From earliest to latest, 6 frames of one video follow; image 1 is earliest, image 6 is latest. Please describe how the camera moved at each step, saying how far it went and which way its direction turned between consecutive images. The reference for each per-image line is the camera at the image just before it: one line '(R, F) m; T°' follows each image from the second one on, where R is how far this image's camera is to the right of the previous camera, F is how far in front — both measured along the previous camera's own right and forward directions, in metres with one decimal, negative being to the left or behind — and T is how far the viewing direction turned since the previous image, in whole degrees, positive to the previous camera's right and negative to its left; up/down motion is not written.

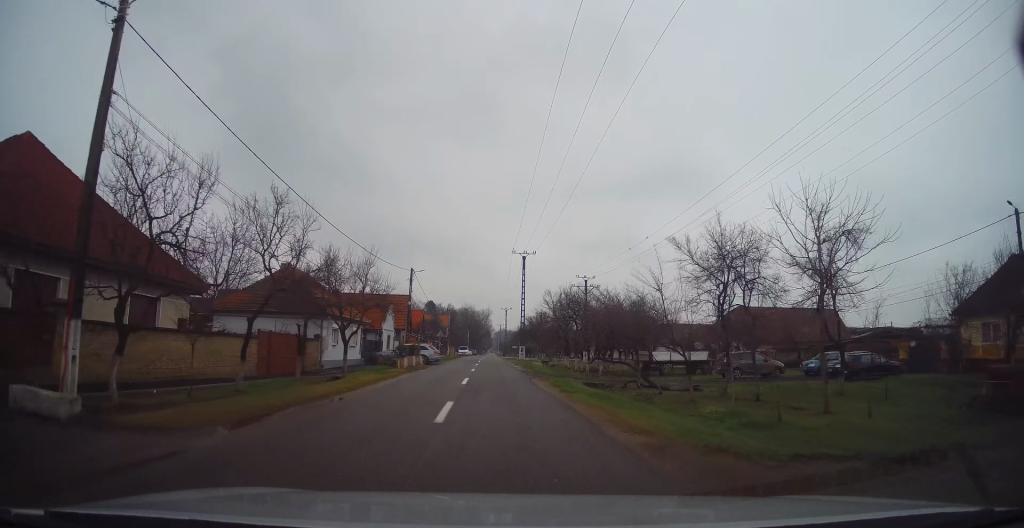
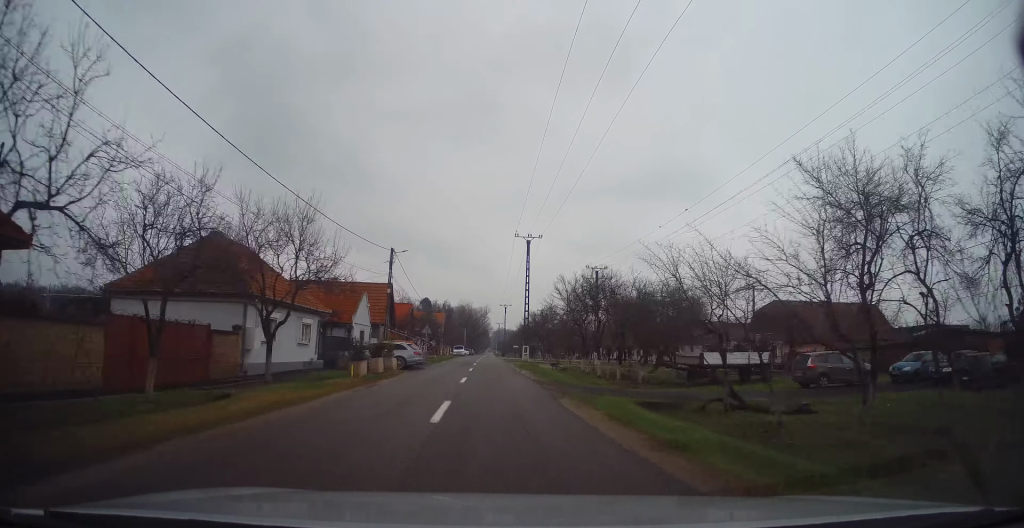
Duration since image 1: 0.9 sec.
(0.0, +9.0) m; +1°
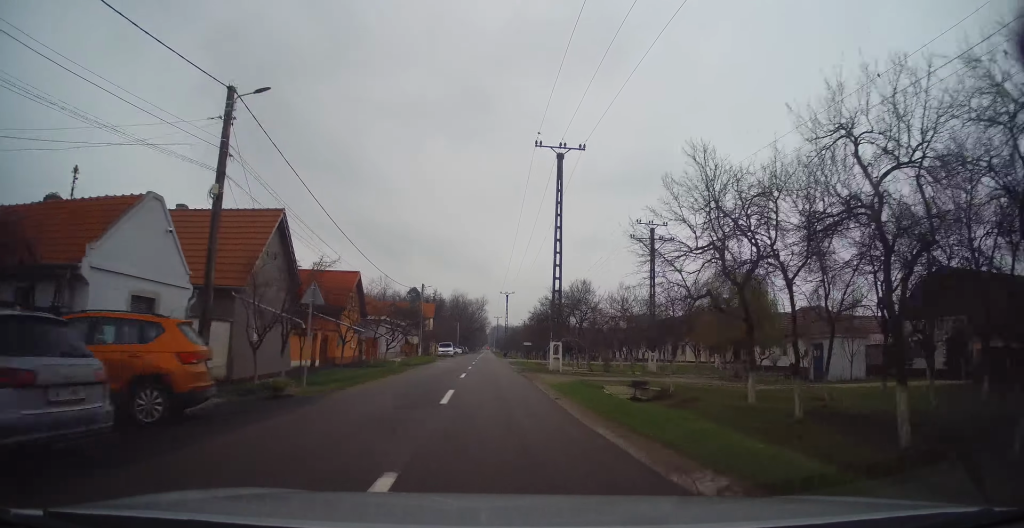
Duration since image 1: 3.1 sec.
(+0.6, +24.1) m; +2°
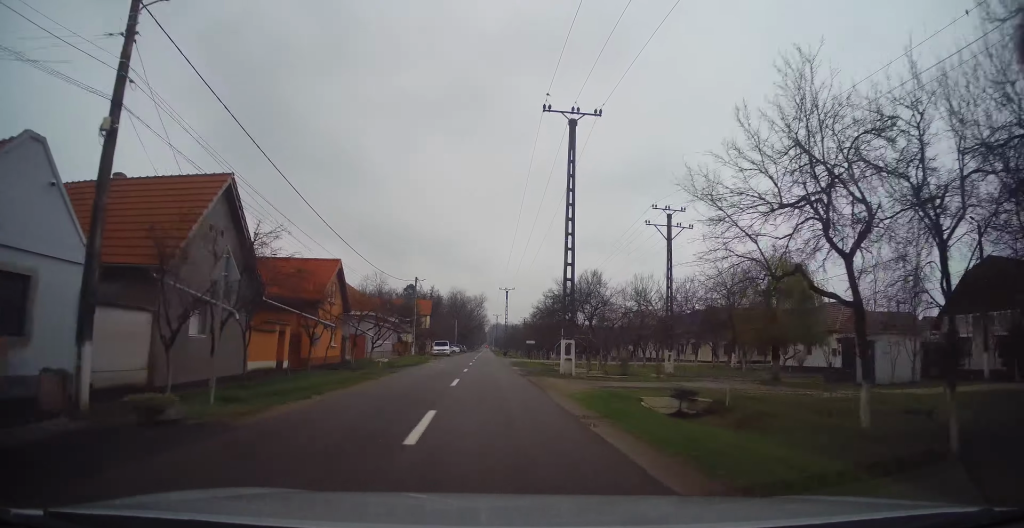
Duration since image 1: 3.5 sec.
(-0.2, +4.8) m; 0°
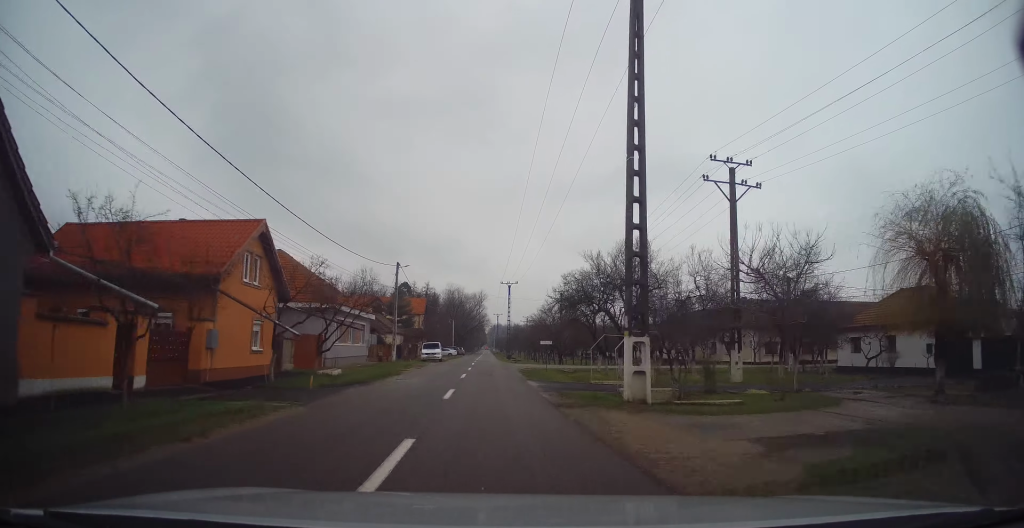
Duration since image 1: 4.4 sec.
(+0.4, +11.3) m; 0°
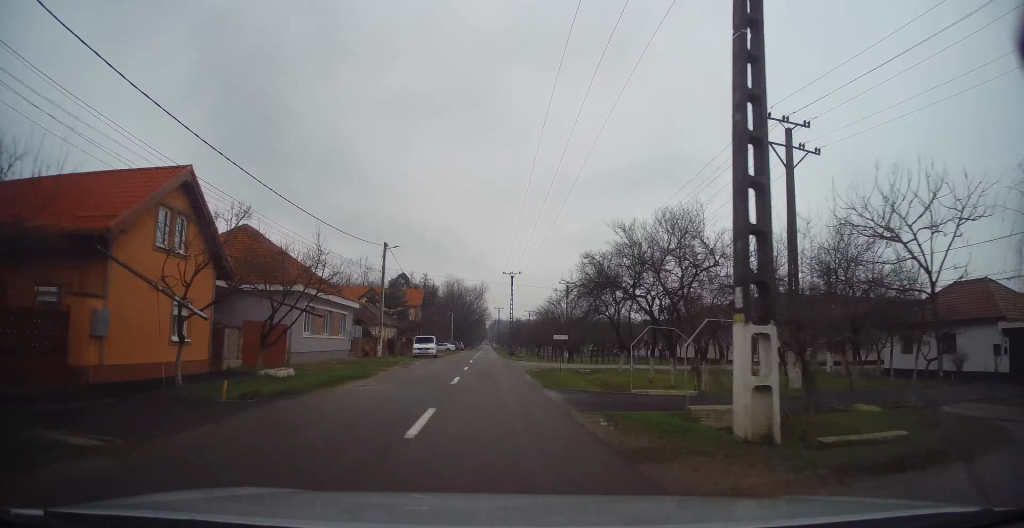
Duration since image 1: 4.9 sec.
(-0.2, +6.2) m; -1°
